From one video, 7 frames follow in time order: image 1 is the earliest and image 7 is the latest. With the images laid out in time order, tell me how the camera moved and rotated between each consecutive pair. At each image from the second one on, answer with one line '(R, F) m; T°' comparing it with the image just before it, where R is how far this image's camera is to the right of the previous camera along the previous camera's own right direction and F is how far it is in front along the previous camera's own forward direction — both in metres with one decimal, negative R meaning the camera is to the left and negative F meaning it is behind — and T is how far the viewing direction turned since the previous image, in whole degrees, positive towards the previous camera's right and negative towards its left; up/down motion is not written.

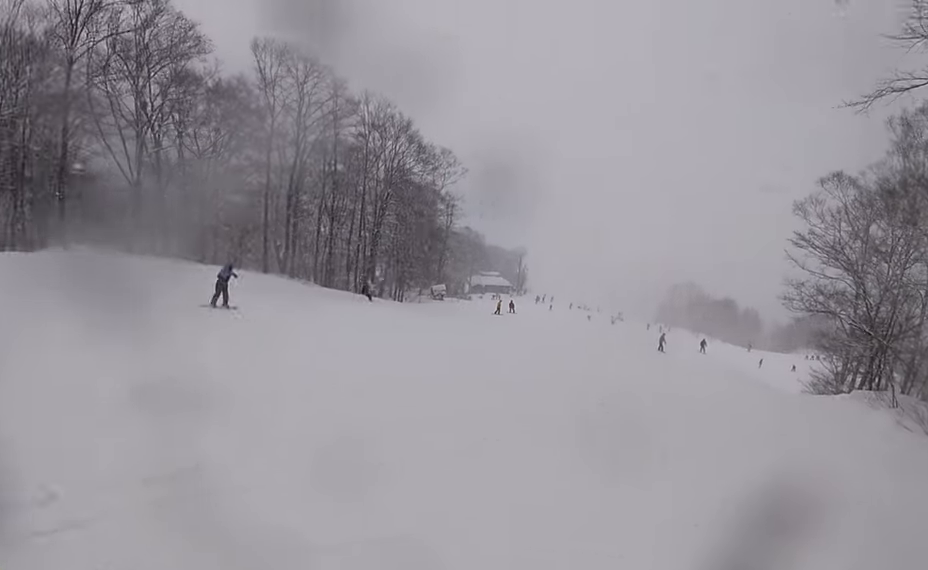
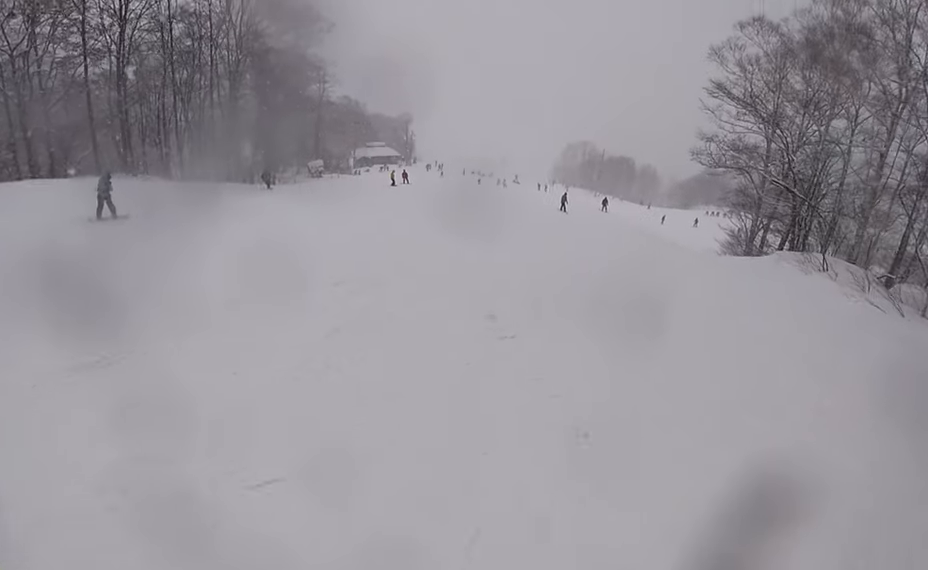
(-0.1, +3.6) m; -2°
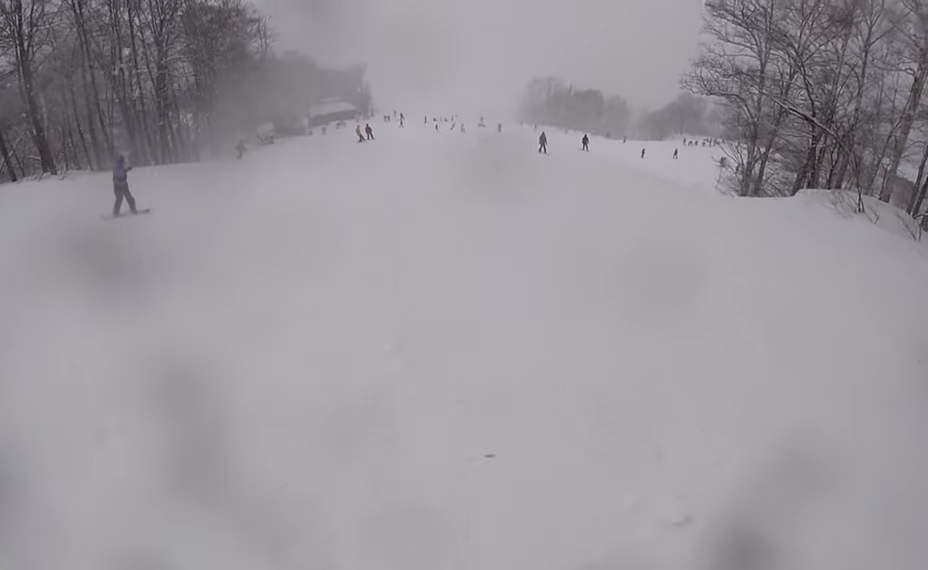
(-0.3, +4.0) m; +1°
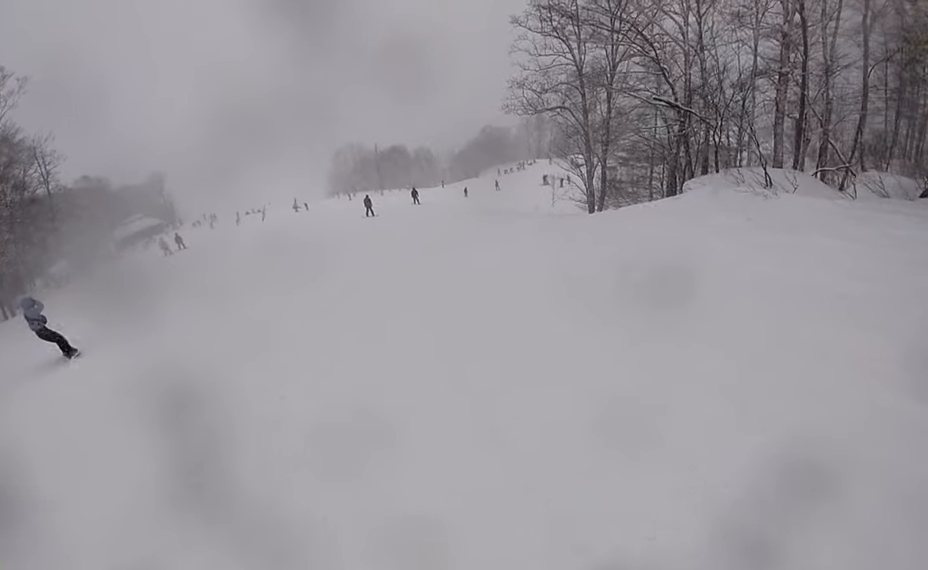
(+0.6, +5.9) m; +15°
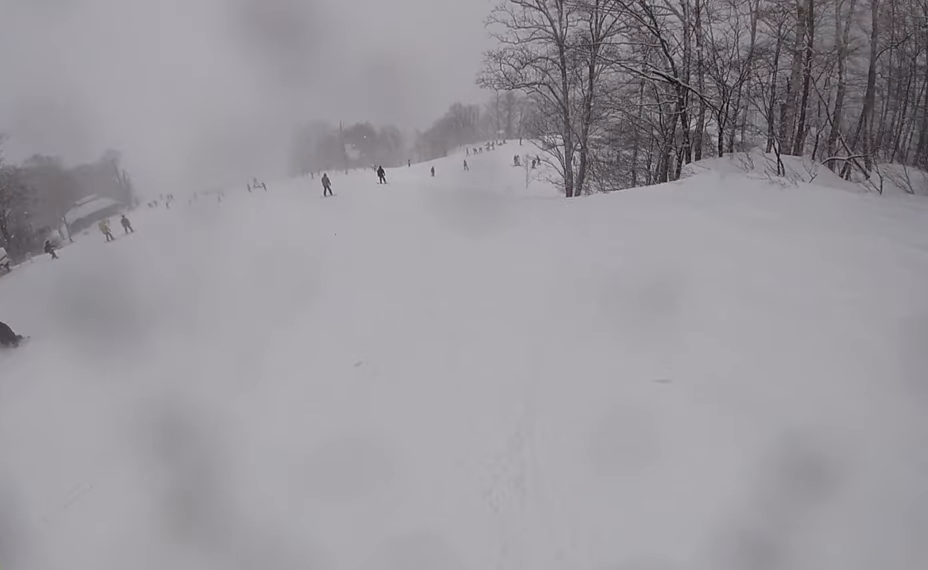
(+0.8, +2.5) m; 0°
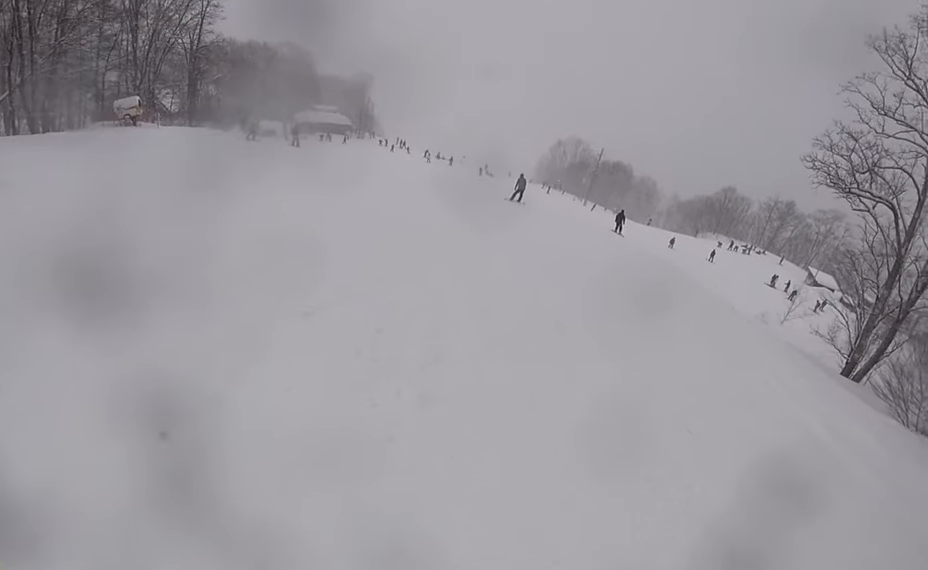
(-1.2, +11.5) m; -8°
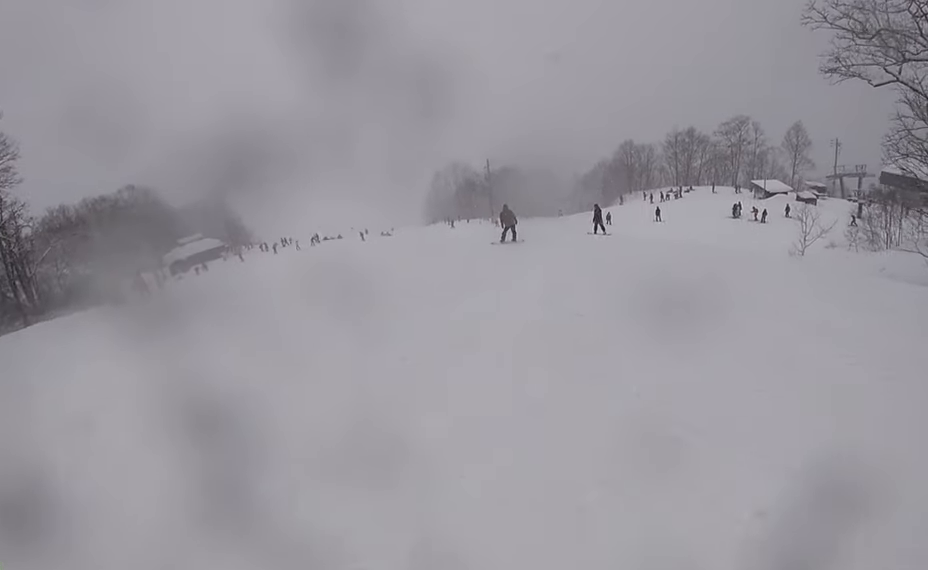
(-0.4, +10.4) m; 0°
